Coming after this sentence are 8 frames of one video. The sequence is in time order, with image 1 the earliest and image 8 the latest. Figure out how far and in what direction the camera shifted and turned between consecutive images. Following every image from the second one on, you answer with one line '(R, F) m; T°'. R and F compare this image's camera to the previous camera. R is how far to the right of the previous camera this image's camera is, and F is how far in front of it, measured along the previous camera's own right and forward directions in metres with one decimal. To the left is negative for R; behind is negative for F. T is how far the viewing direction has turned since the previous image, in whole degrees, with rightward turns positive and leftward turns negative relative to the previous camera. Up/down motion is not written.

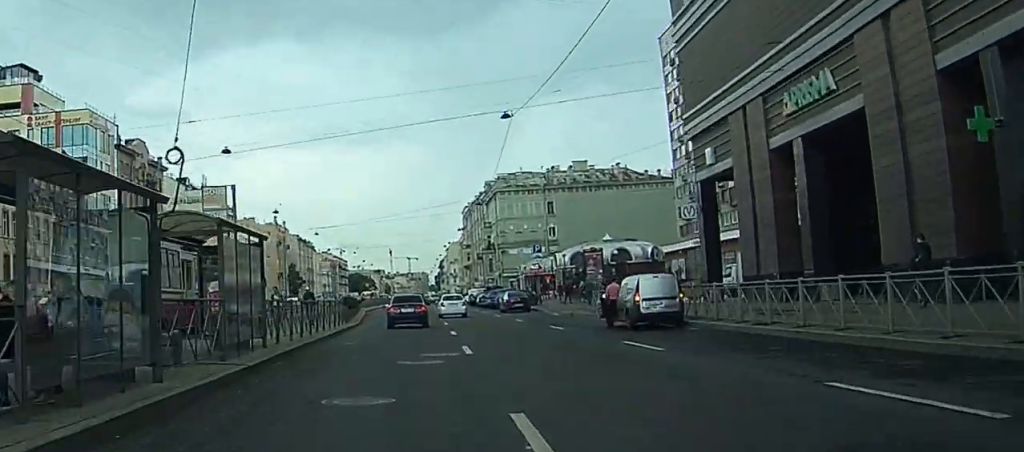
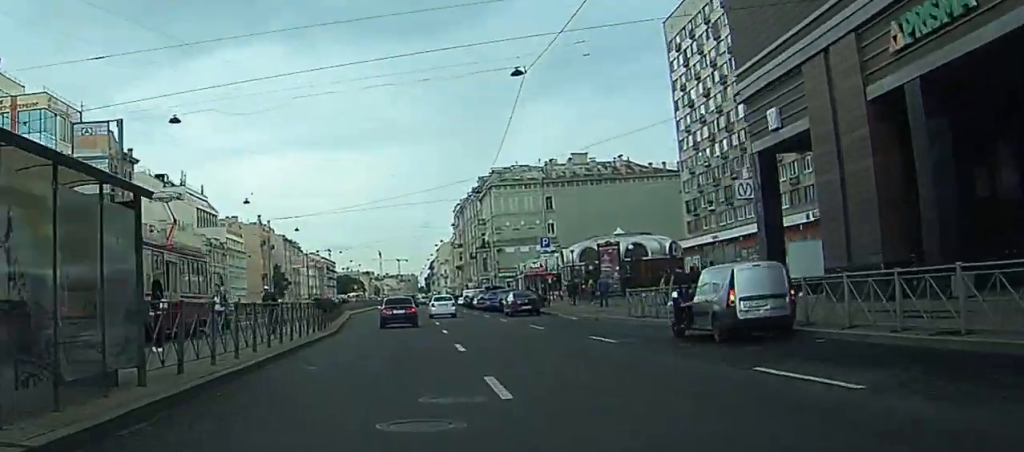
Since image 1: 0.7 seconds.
(-0.7, +8.4) m; -2°
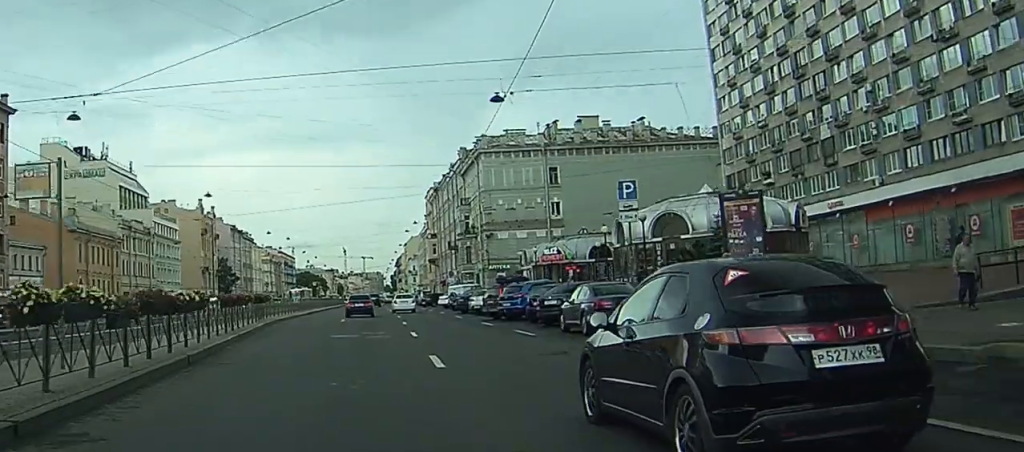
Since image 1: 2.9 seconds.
(+1.9, +28.9) m; +6°
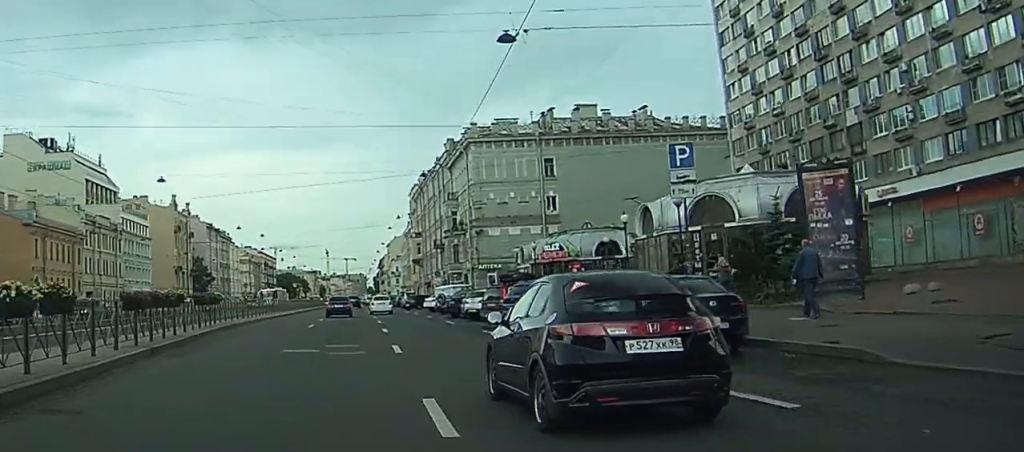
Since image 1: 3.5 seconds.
(+0.1, +8.0) m; +1°
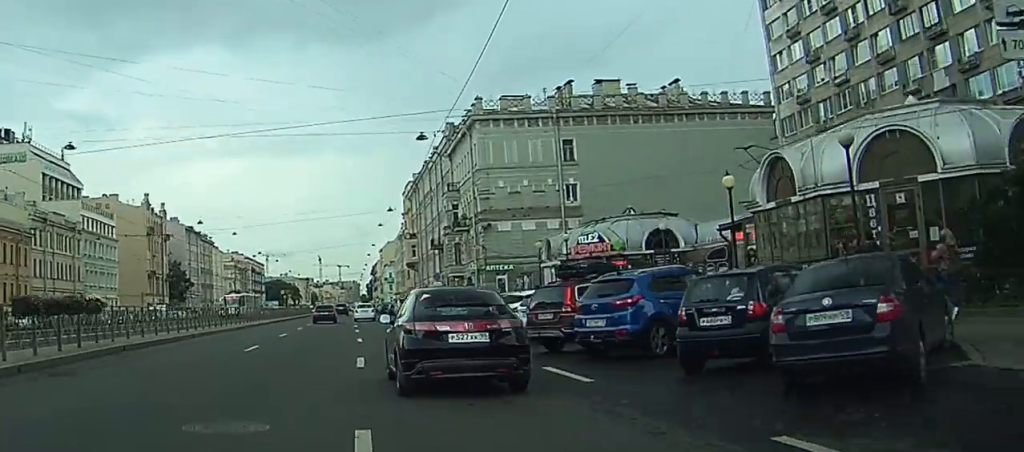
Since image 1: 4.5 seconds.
(+0.1, +14.0) m; 0°
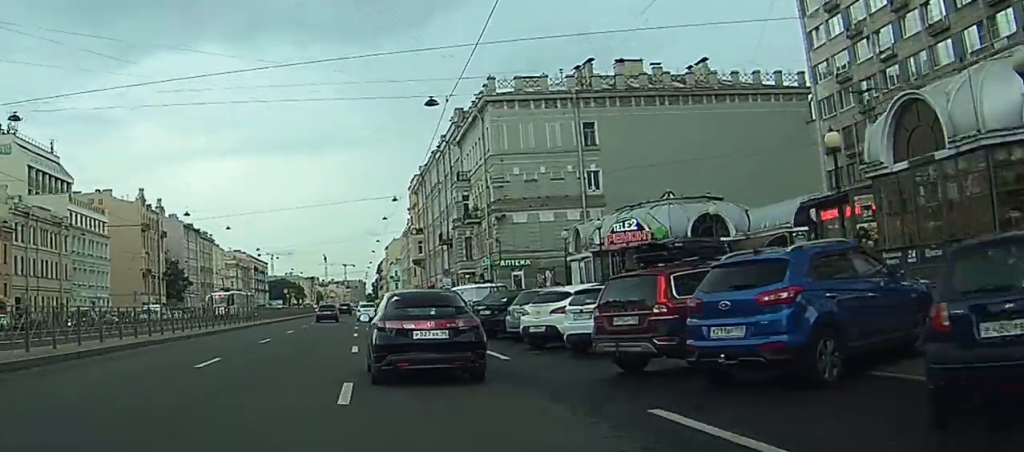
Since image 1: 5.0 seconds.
(0.0, +6.5) m; 0°
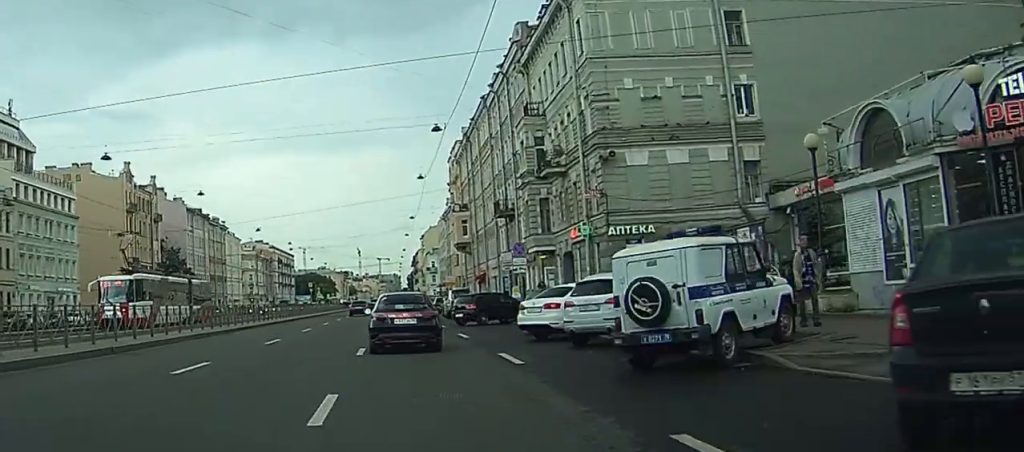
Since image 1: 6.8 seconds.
(0.0, +25.5) m; 0°
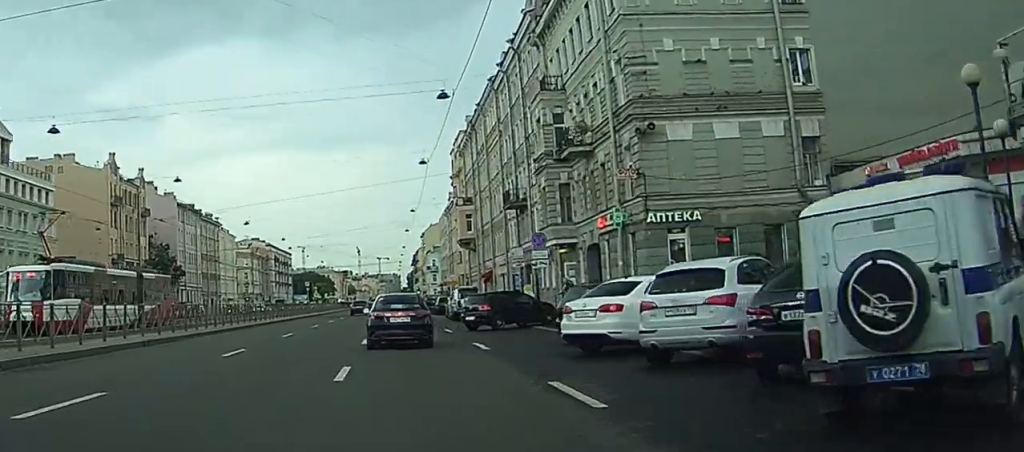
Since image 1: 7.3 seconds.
(0.0, +6.7) m; 0°
